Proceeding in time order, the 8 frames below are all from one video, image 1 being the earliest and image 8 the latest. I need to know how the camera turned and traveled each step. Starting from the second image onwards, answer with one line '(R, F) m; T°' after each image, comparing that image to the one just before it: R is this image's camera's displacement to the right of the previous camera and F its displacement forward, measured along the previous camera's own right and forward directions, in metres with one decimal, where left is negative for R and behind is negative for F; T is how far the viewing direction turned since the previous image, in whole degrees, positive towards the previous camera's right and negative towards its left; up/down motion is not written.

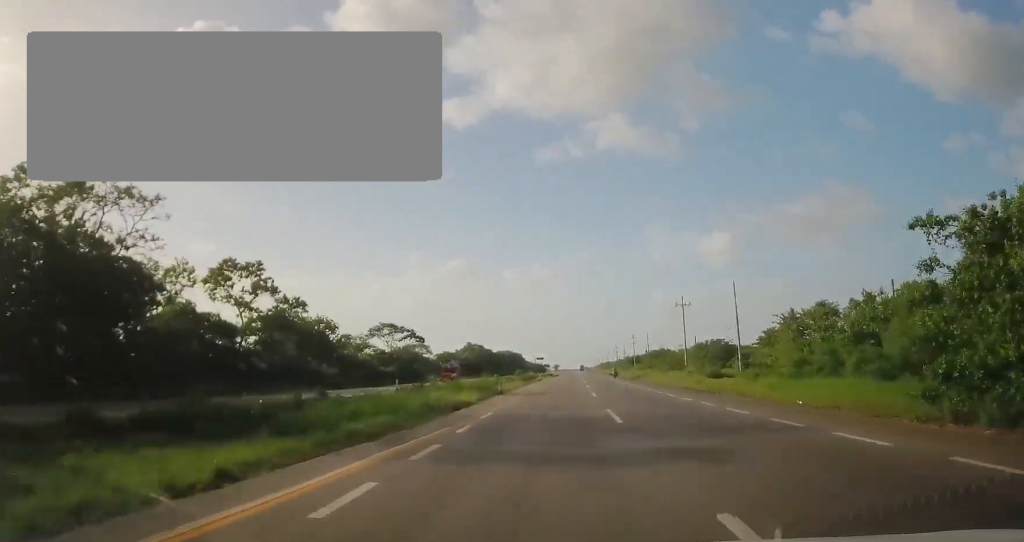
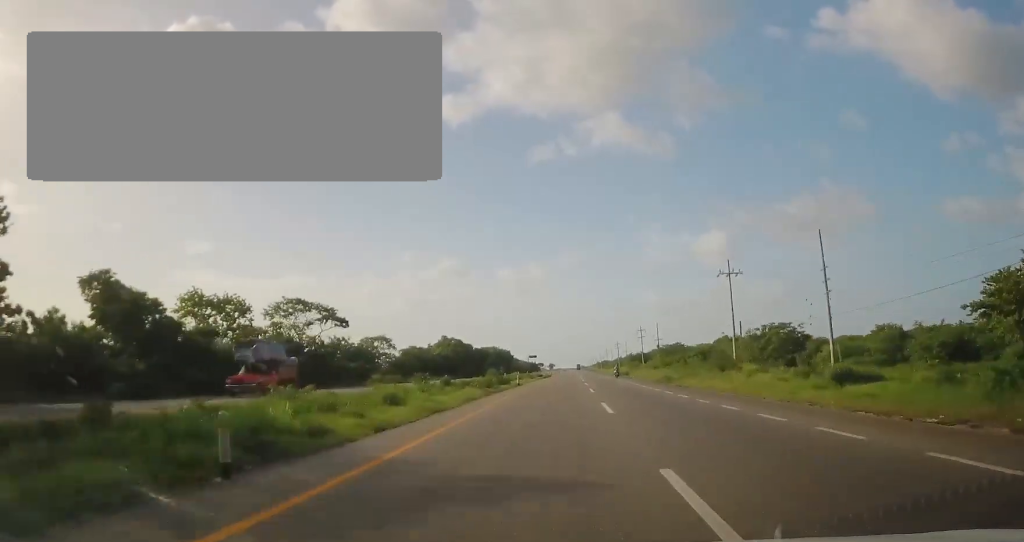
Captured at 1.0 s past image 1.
(+0.4, +27.9) m; +1°
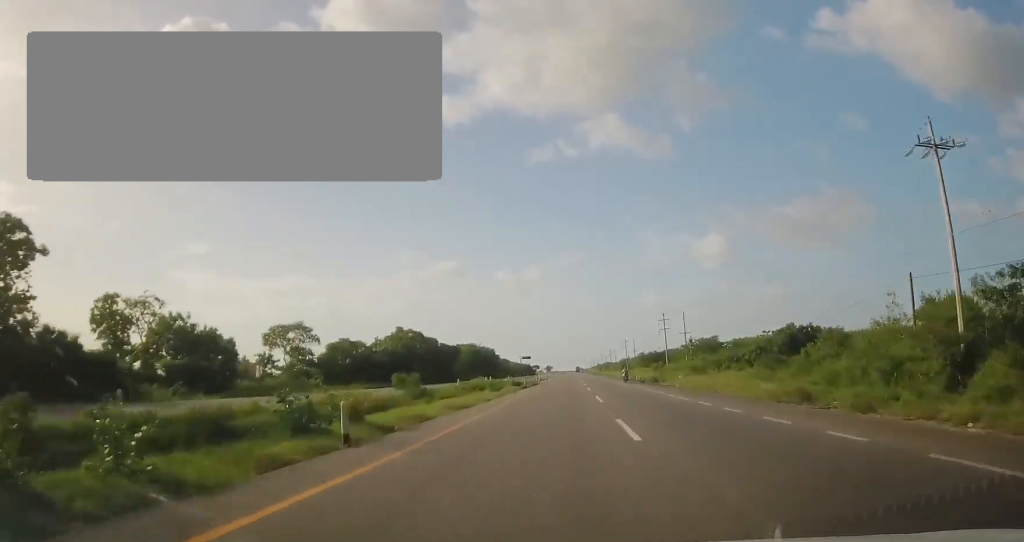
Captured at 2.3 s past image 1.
(+0.2, +36.8) m; 0°
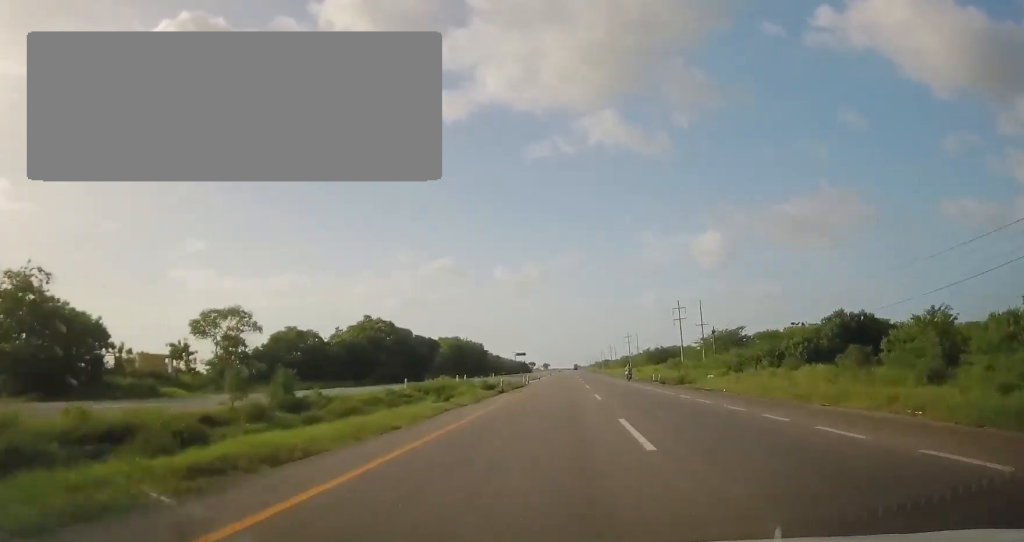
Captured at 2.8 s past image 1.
(0.0, +16.4) m; +1°
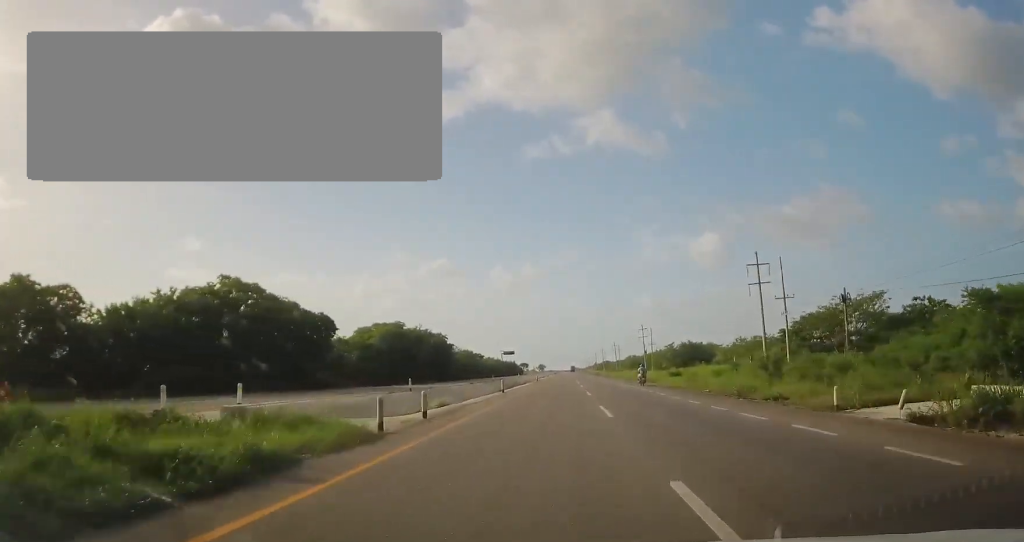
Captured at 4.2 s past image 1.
(+0.6, +39.0) m; +1°
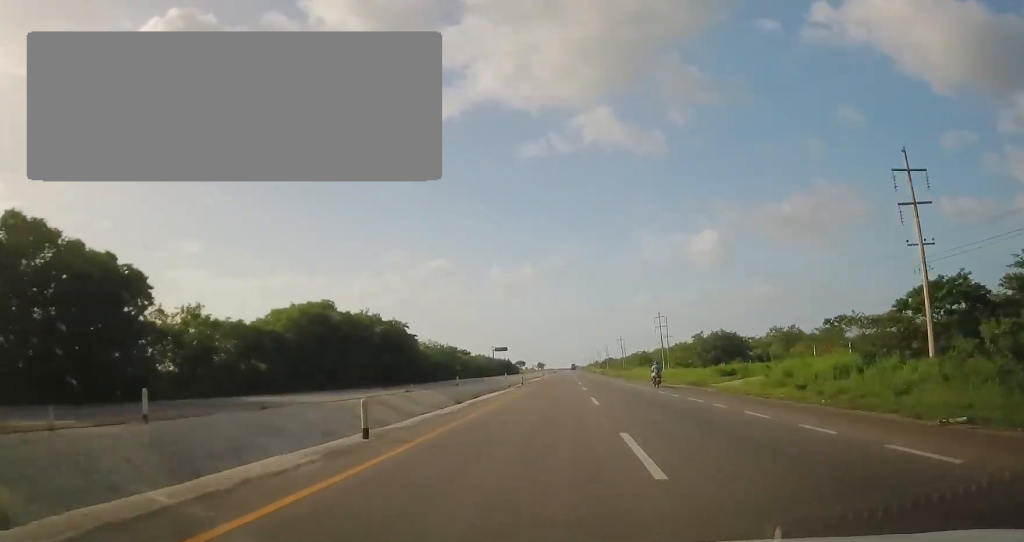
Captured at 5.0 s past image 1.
(-0.4, +24.7) m; -1°
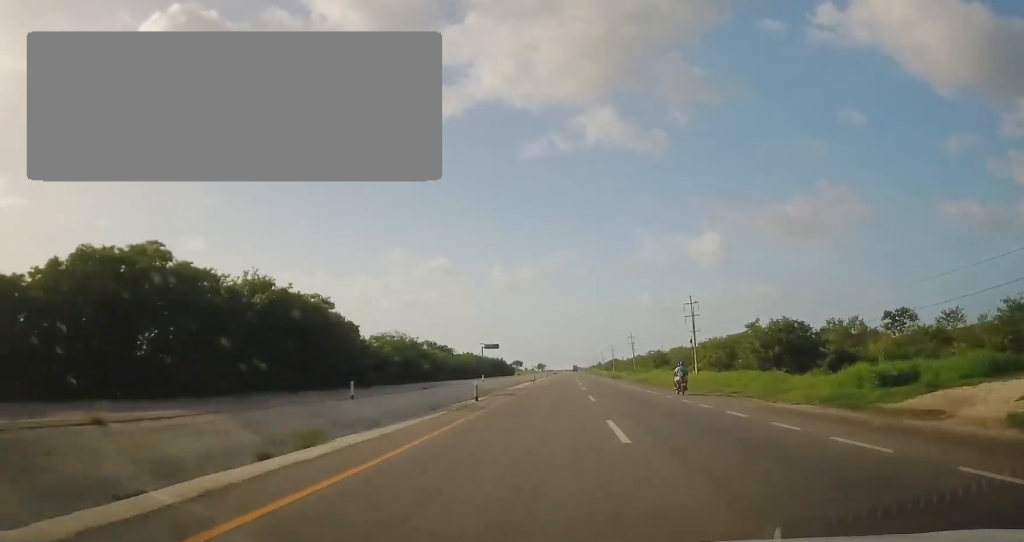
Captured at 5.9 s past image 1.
(-0.1, +26.2) m; 0°
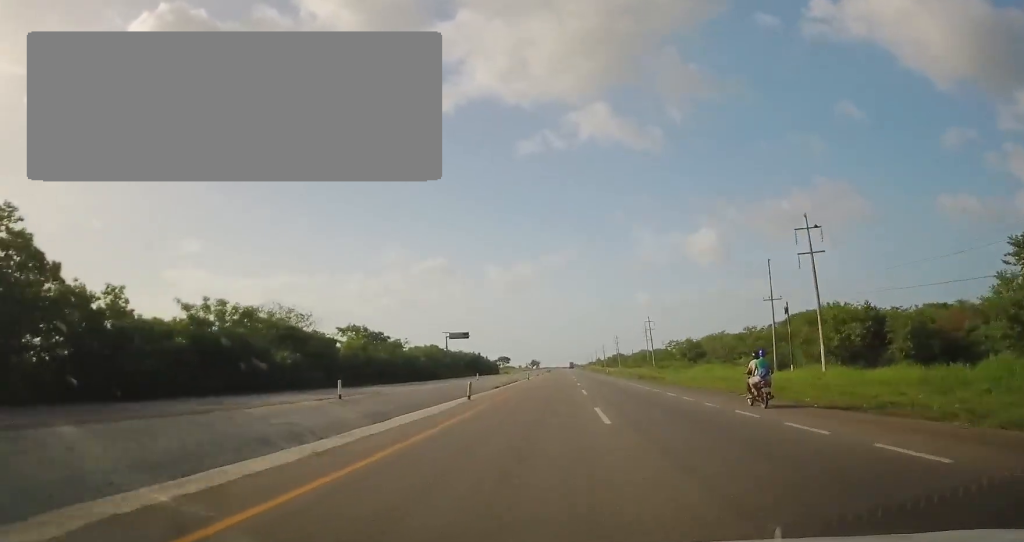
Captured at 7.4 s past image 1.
(0.0, +41.8) m; 0°
